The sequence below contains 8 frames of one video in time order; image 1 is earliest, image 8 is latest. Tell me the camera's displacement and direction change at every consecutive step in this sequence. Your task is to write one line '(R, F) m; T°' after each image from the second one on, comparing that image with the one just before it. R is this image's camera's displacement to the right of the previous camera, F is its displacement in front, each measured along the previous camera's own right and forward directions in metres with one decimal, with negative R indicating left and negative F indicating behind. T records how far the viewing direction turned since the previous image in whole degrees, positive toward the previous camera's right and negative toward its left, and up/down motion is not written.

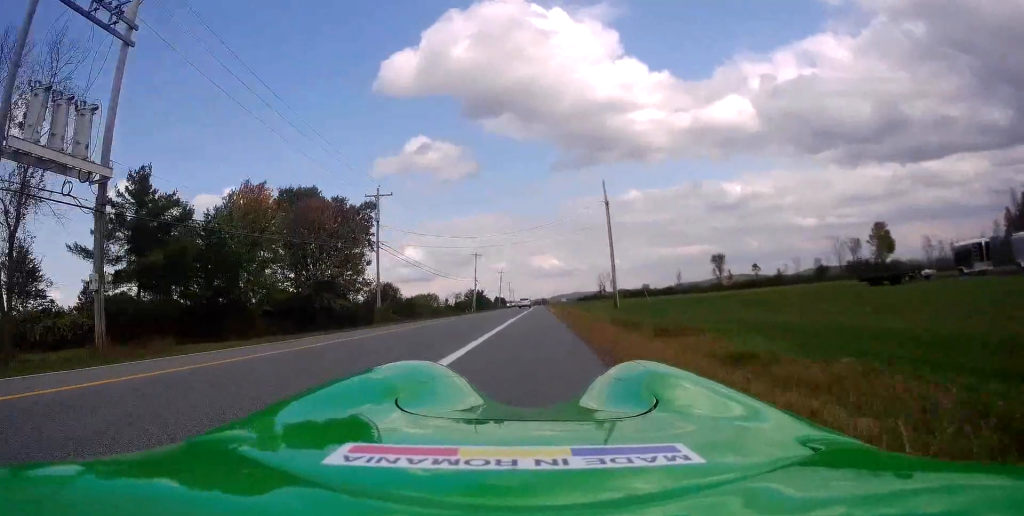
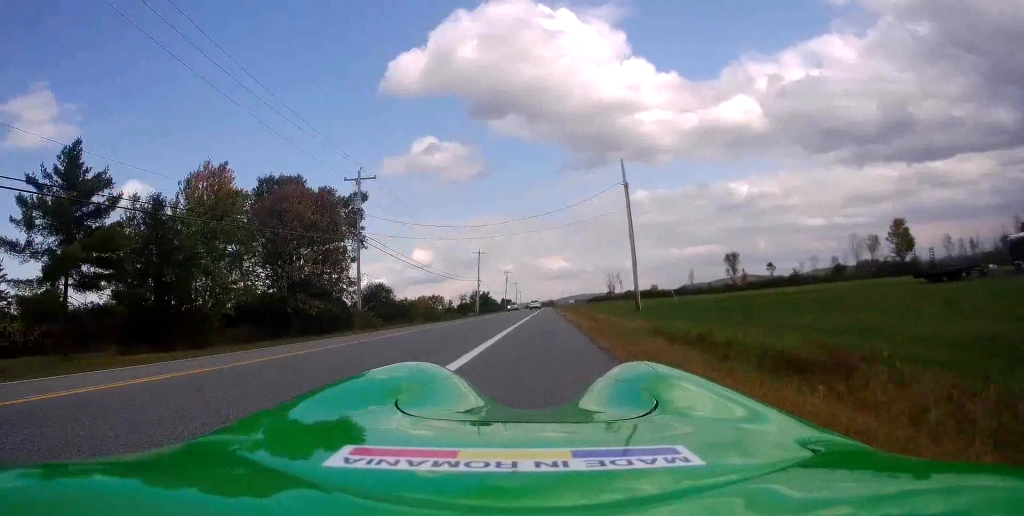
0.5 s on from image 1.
(+0.1, +7.3) m; 0°
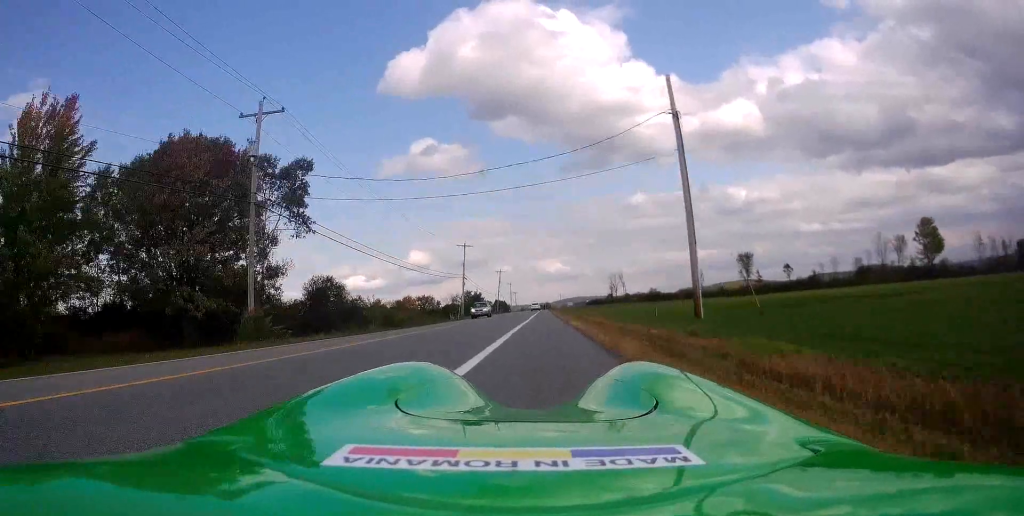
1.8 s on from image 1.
(-0.3, +16.3) m; -1°
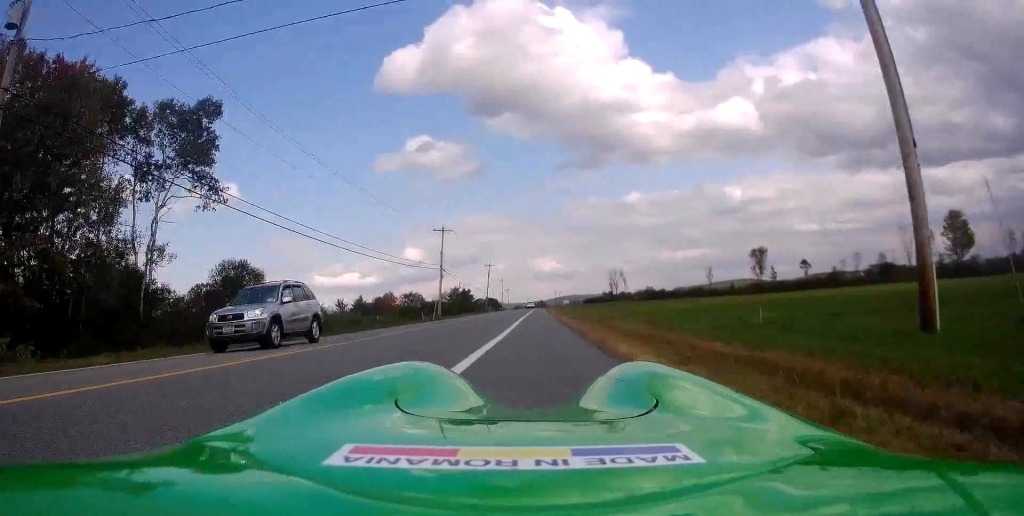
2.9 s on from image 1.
(0.0, +15.7) m; +1°
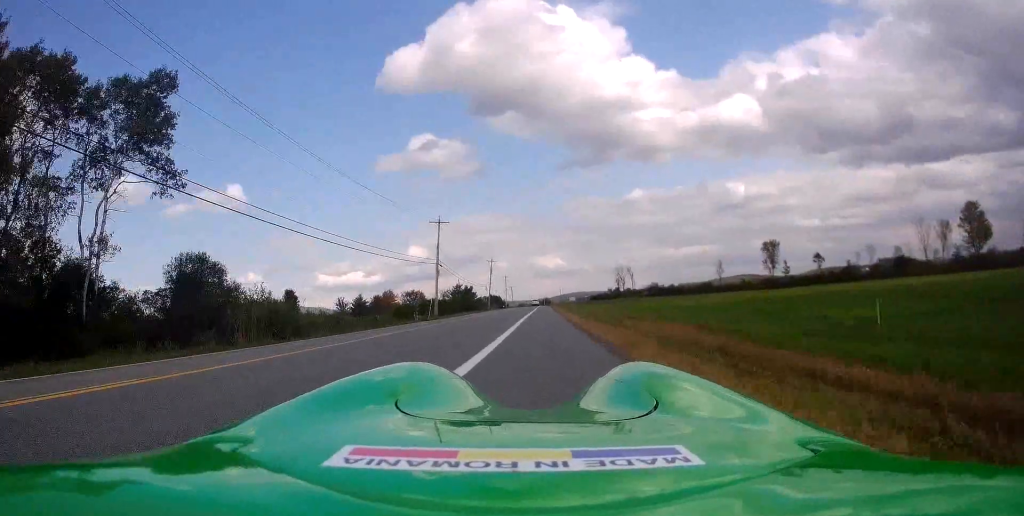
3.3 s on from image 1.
(-0.1, +5.6) m; +1°
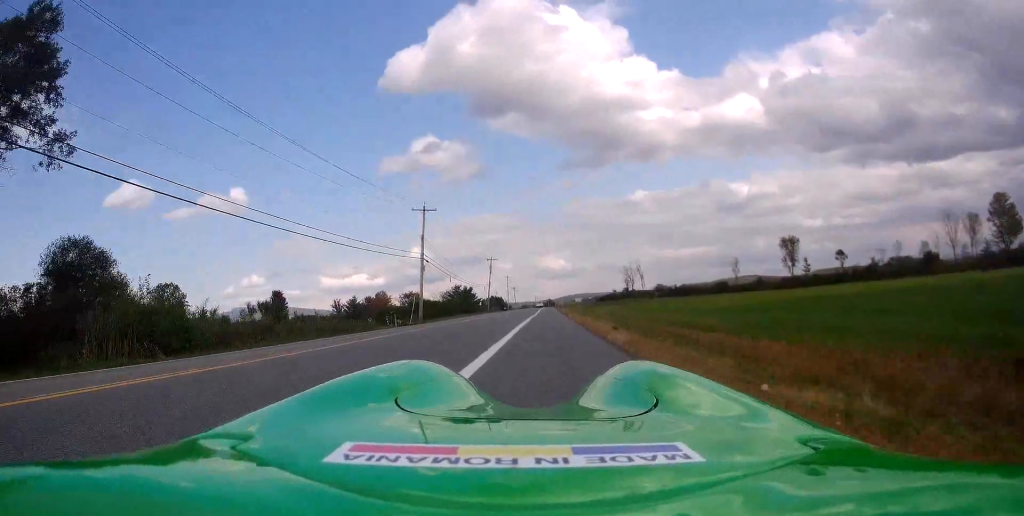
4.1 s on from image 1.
(+0.2, +10.6) m; 0°
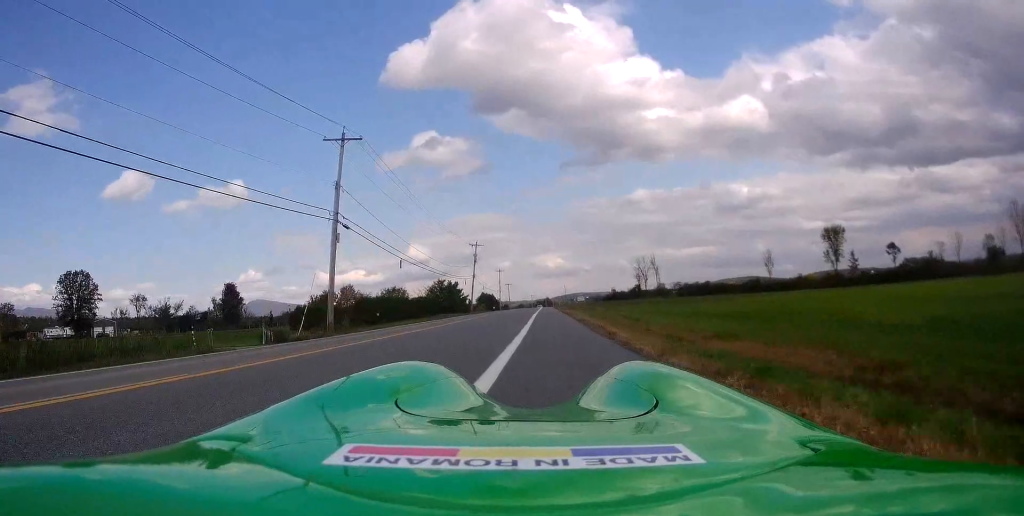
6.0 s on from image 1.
(-0.9, +24.9) m; -2°
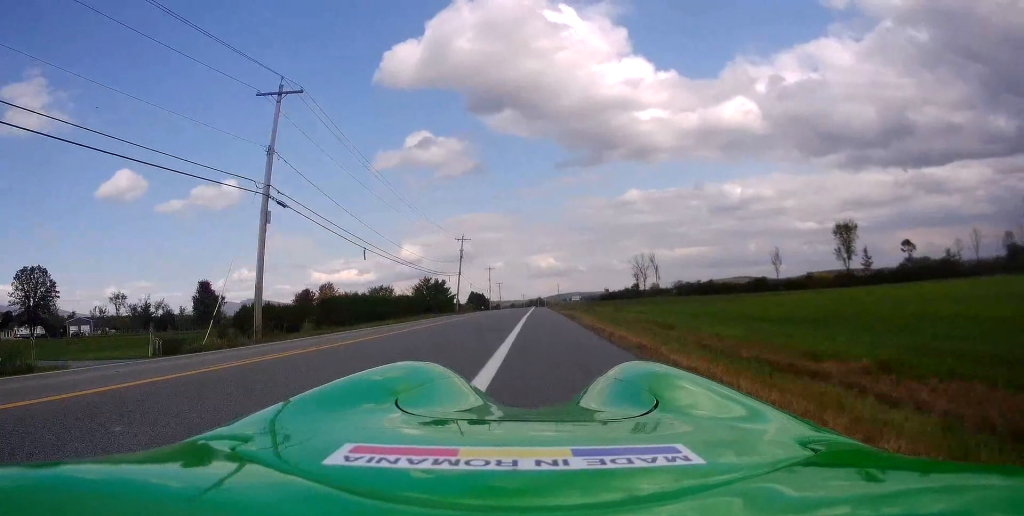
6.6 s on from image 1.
(+0.1, +8.2) m; +1°
